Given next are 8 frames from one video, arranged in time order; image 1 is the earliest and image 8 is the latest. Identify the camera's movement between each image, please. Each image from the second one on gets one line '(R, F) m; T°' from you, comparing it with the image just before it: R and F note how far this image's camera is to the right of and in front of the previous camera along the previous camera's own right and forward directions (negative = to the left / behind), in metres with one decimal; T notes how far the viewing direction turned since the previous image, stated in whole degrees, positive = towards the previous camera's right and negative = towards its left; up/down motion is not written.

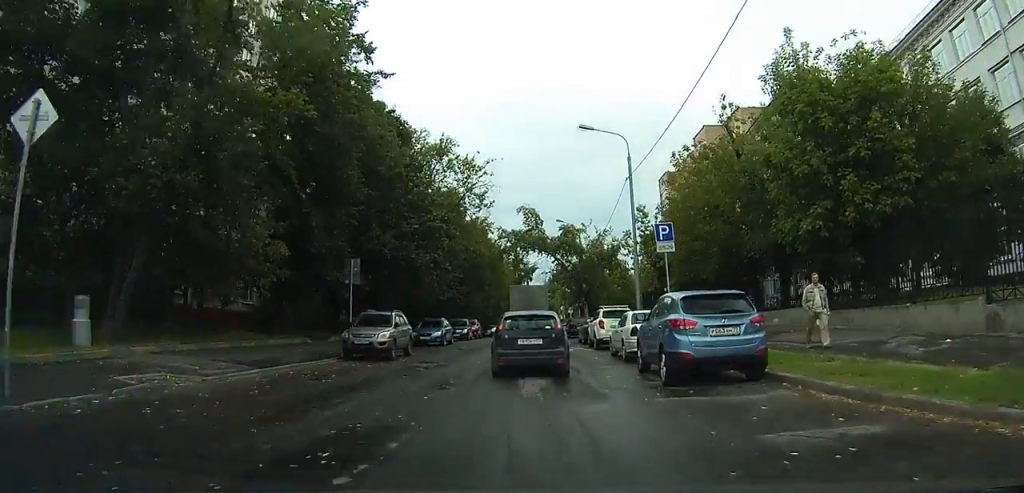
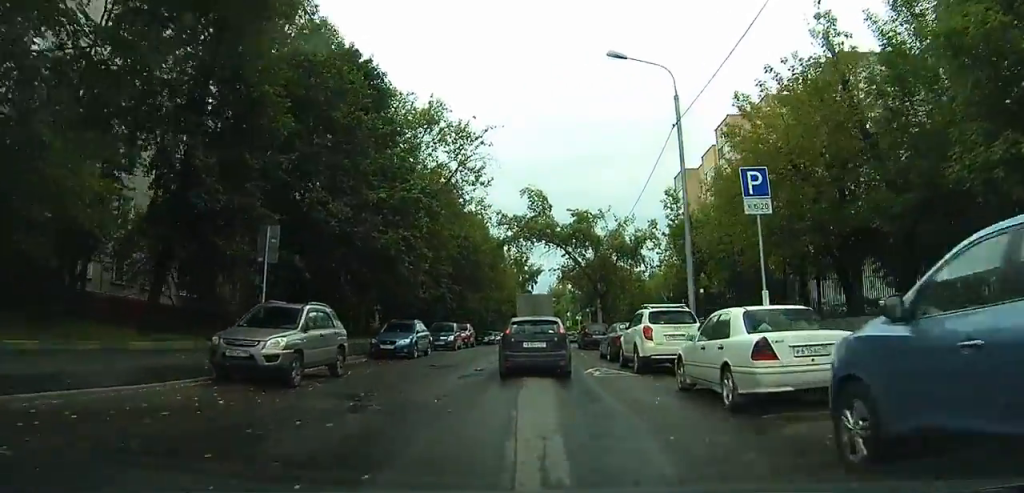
(0.0, +8.9) m; +1°
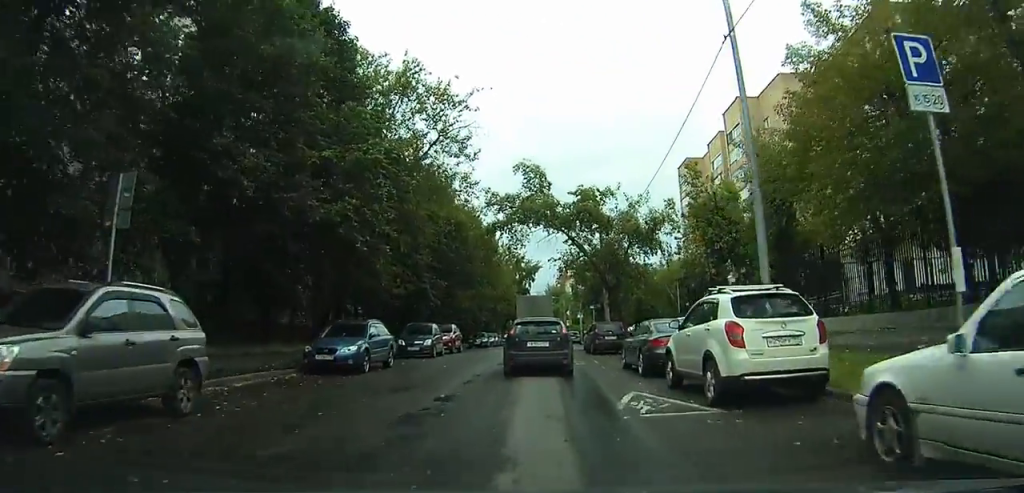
(0.0, +6.7) m; +1°
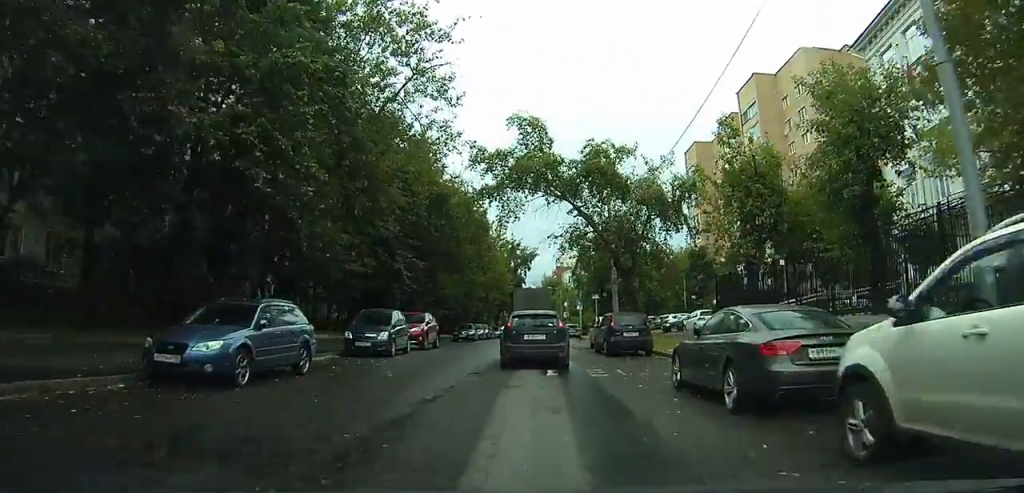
(+0.1, +7.1) m; +1°
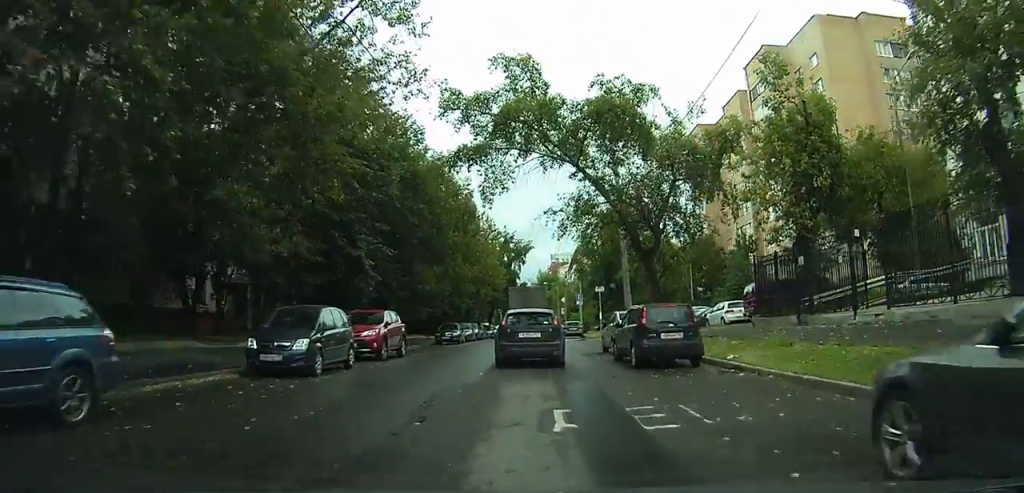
(+0.1, +6.7) m; +1°
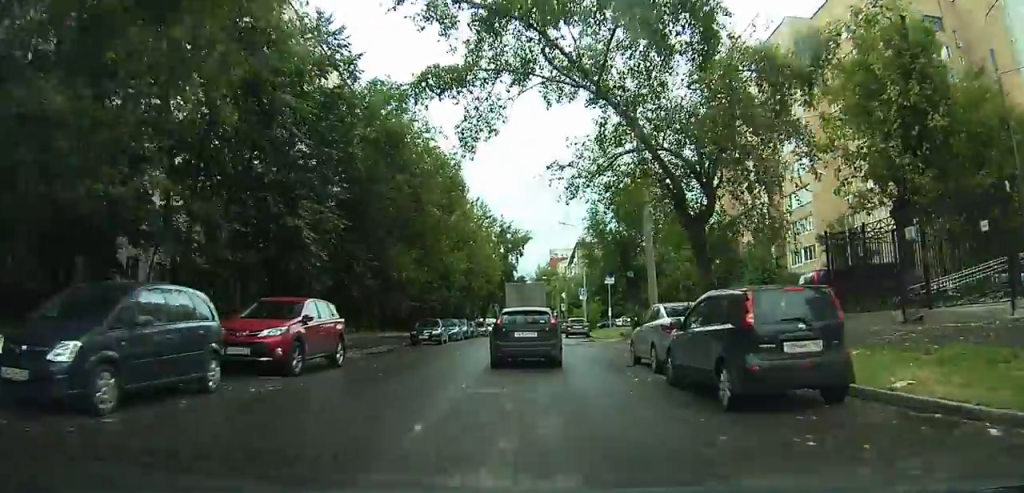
(+0.1, +7.0) m; +1°
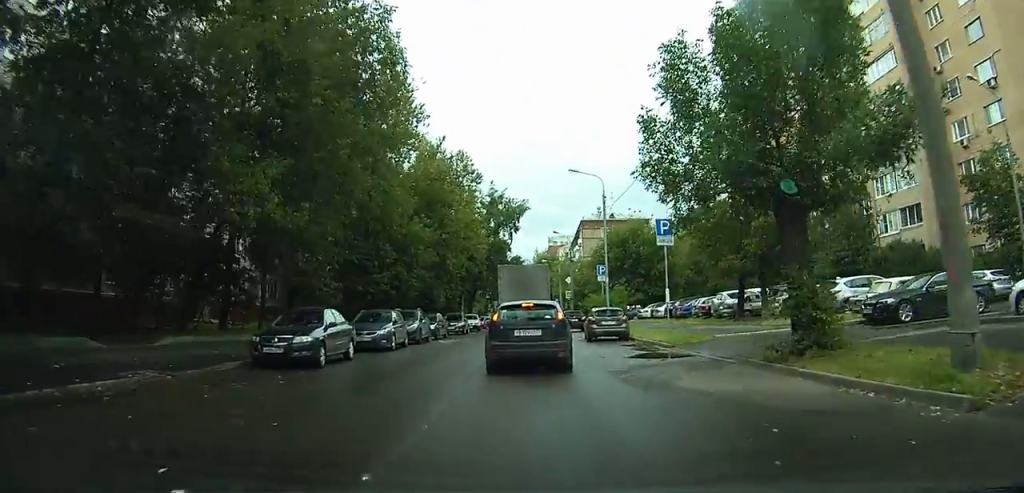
(+0.4, +18.3) m; +2°
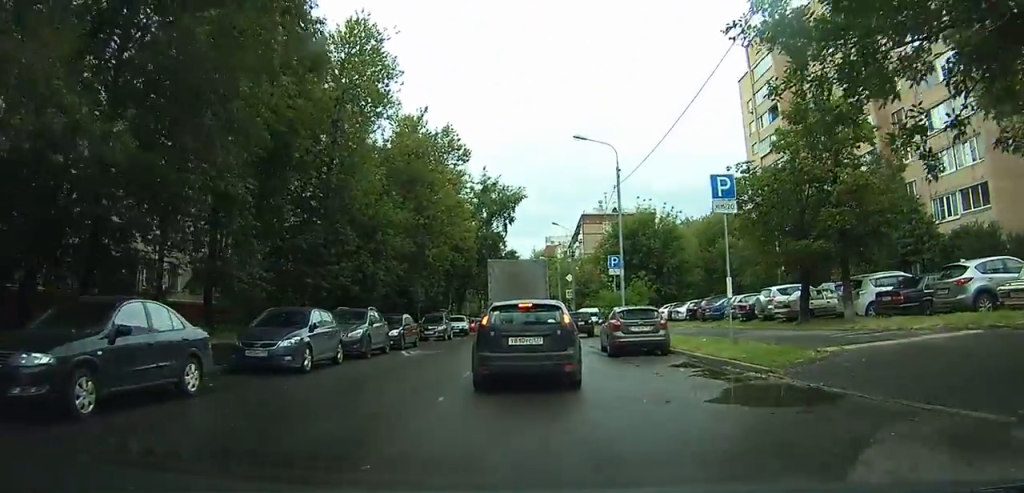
(-0.1, +8.5) m; -1°
